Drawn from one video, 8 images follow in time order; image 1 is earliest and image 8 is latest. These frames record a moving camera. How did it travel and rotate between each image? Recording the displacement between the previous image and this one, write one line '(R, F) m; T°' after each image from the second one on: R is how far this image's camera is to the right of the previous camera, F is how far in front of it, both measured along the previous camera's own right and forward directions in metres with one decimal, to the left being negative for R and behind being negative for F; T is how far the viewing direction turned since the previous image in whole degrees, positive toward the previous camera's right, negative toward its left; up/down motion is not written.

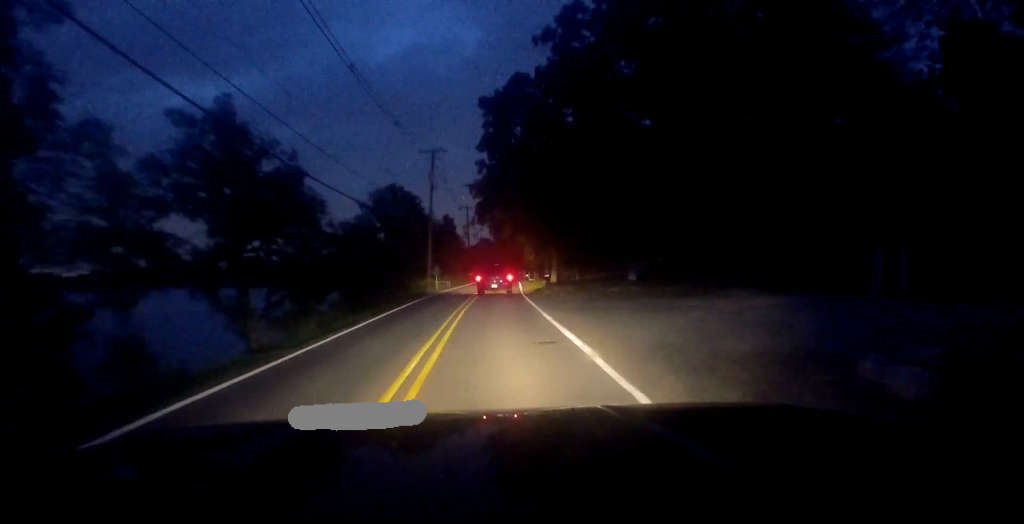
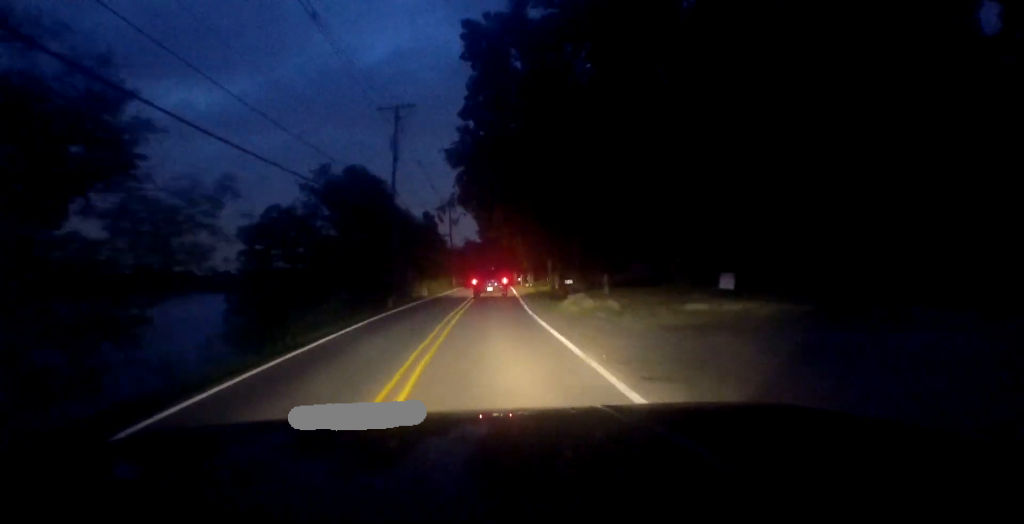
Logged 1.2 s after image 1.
(+0.2, +13.2) m; +1°
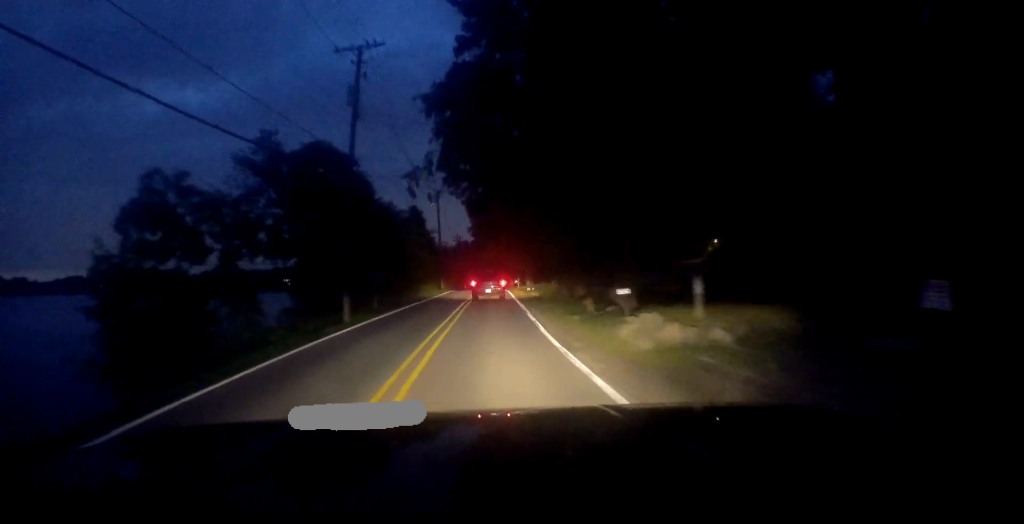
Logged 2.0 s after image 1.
(0.0, +9.2) m; +1°
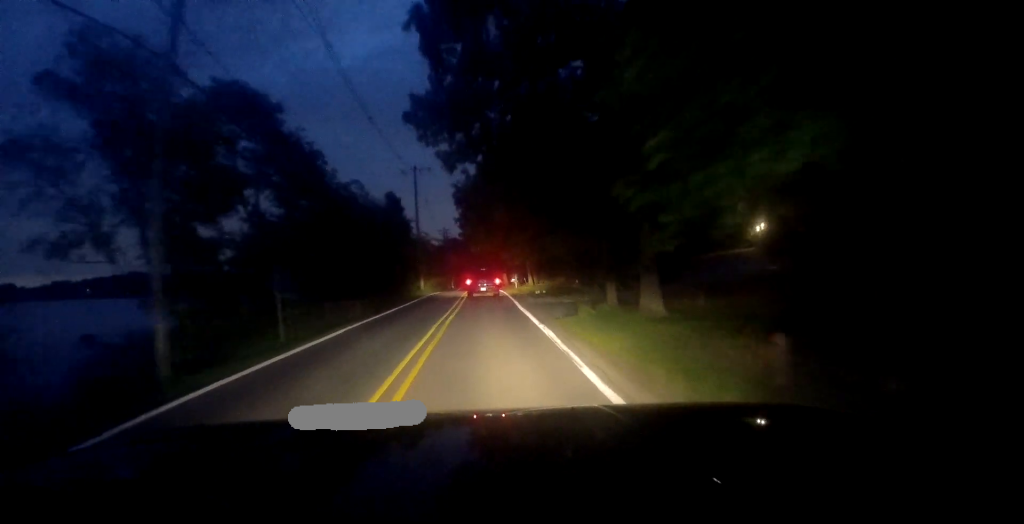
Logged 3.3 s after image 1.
(+0.2, +14.0) m; +2°
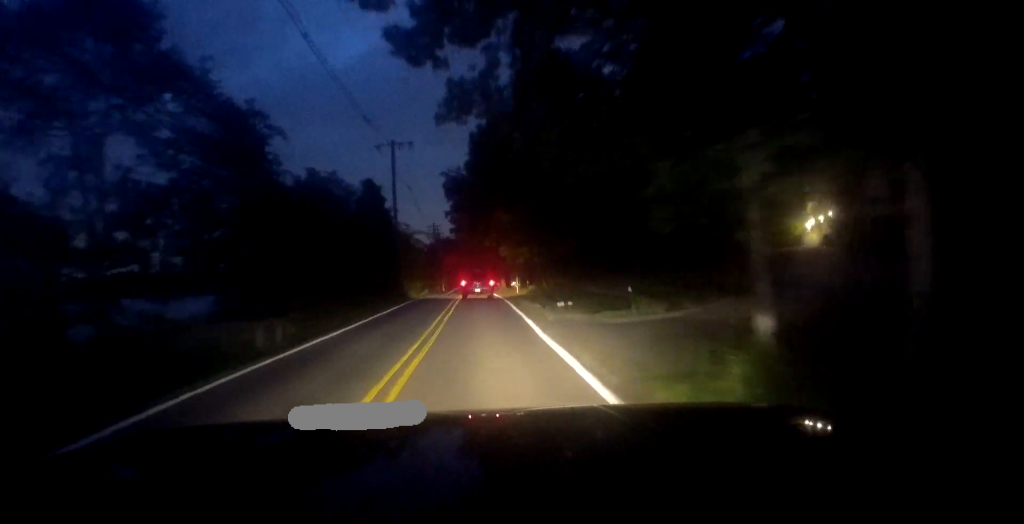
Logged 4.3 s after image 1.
(+0.2, +11.4) m; +2°
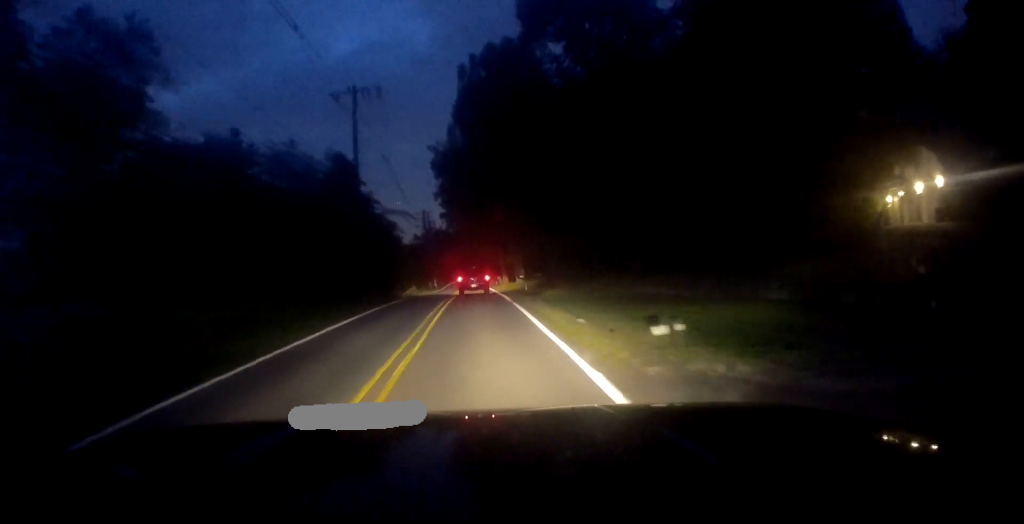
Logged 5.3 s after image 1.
(+0.1, +12.1) m; -1°
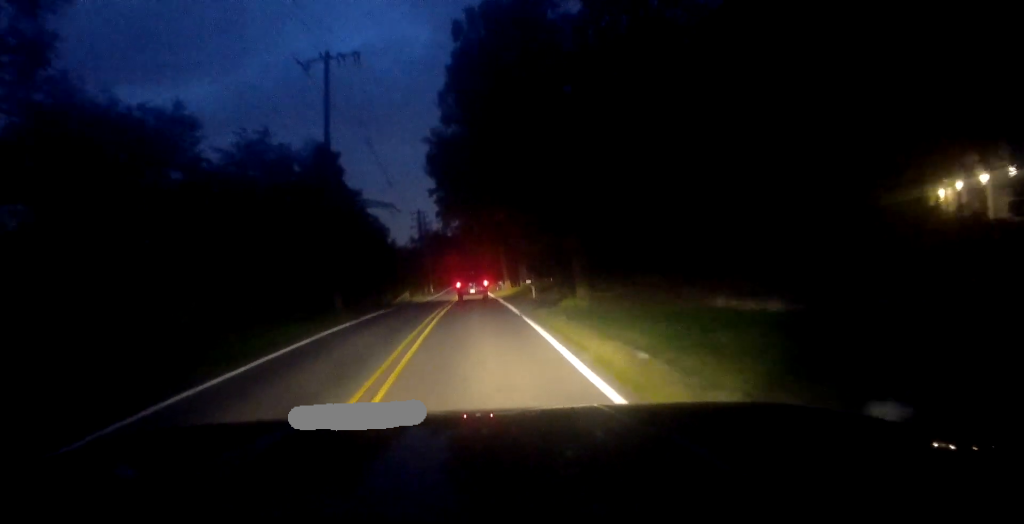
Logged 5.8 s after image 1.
(0.0, +5.8) m; 0°
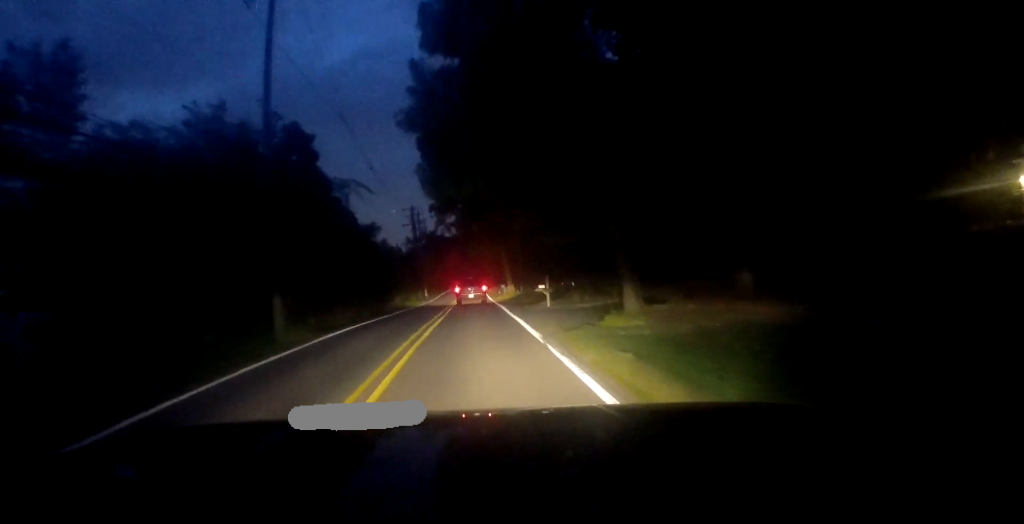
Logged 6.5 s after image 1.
(-0.2, +7.6) m; 0°
